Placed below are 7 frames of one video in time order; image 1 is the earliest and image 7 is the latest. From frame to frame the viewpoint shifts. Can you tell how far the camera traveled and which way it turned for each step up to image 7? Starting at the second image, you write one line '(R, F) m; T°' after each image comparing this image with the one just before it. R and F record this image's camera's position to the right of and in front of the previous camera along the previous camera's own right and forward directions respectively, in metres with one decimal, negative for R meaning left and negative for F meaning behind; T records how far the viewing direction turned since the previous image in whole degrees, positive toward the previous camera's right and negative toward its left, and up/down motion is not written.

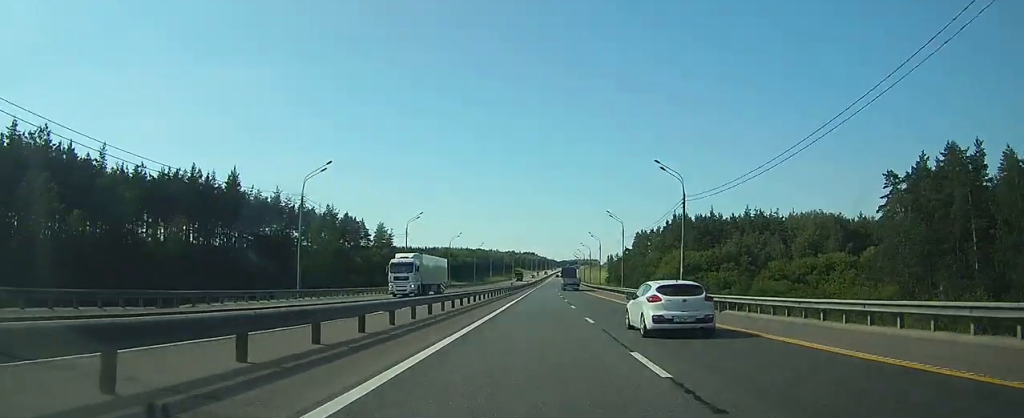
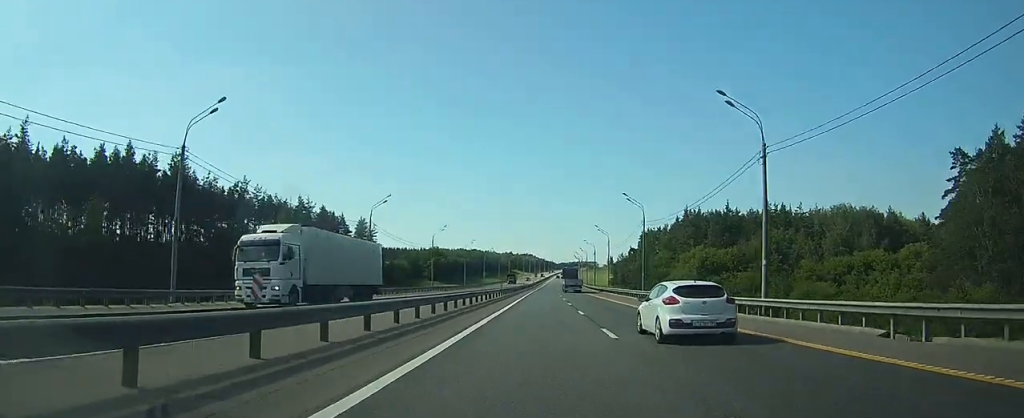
(-0.1, +17.6) m; 0°
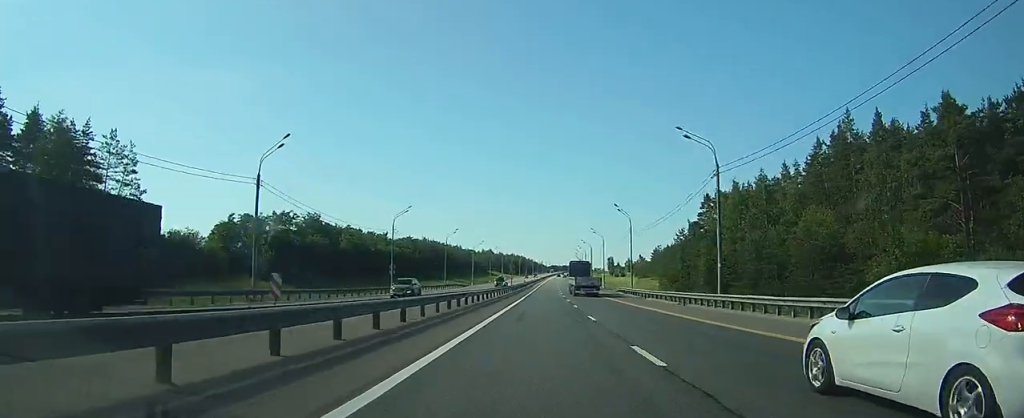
(+1.4, +101.4) m; +1°
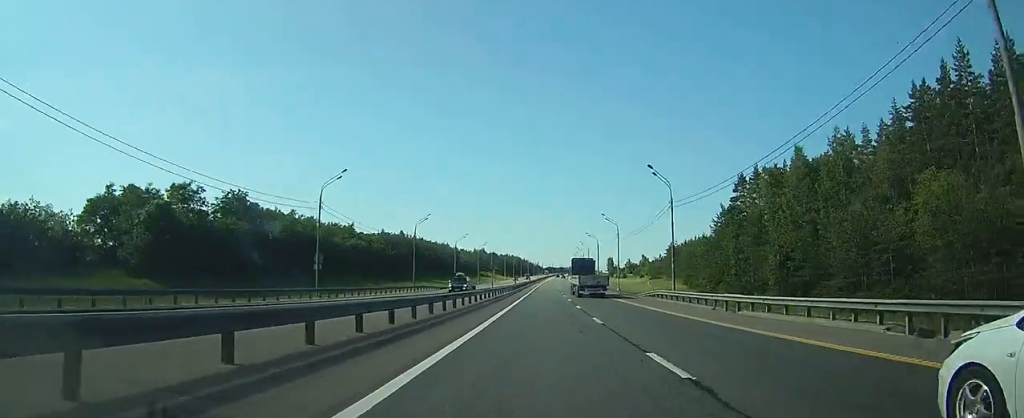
(0.0, +25.3) m; 0°
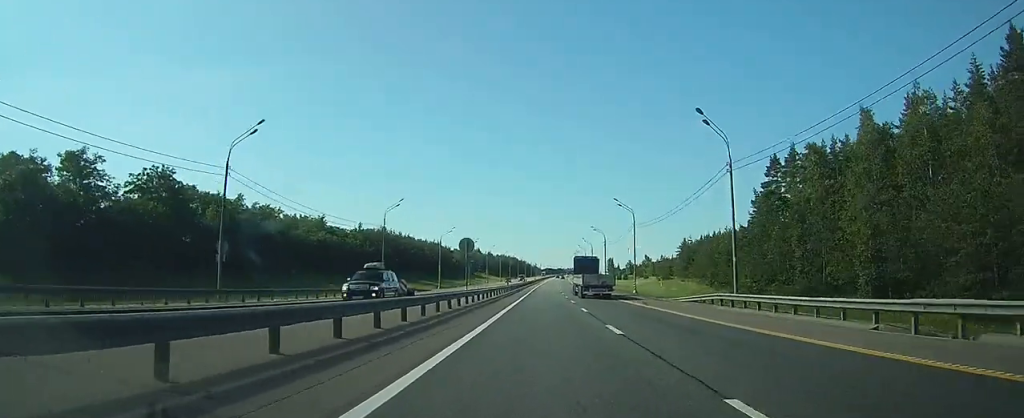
(0.0, +16.5) m; 0°
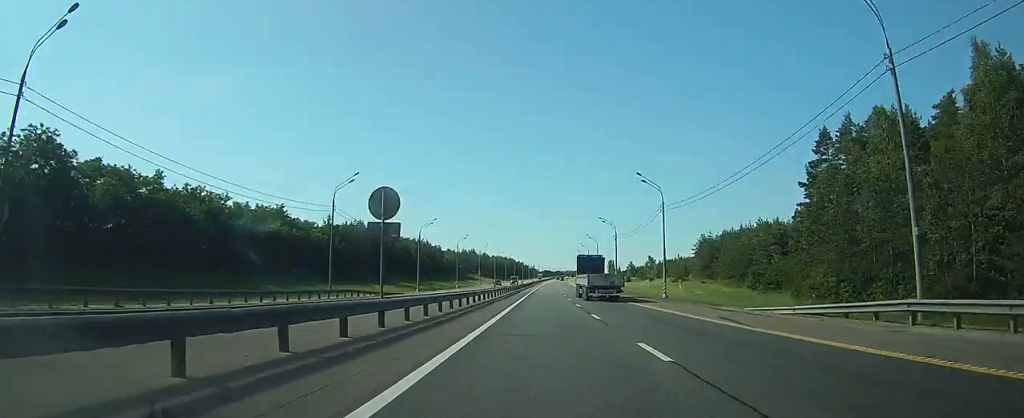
(0.0, +17.6) m; 0°
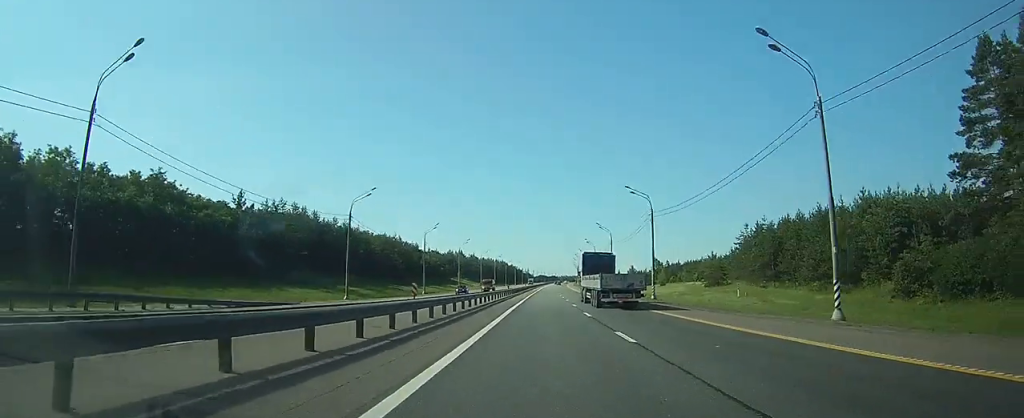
(0.0, +31.9) m; 0°
